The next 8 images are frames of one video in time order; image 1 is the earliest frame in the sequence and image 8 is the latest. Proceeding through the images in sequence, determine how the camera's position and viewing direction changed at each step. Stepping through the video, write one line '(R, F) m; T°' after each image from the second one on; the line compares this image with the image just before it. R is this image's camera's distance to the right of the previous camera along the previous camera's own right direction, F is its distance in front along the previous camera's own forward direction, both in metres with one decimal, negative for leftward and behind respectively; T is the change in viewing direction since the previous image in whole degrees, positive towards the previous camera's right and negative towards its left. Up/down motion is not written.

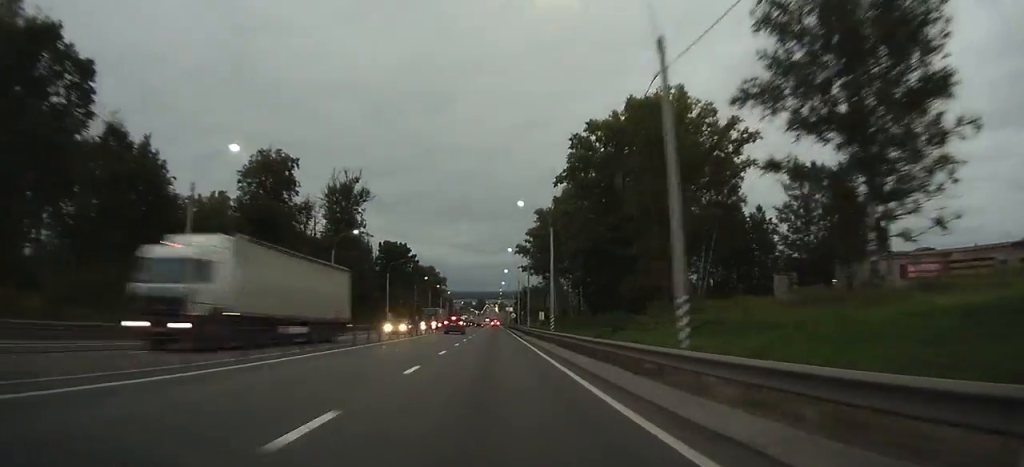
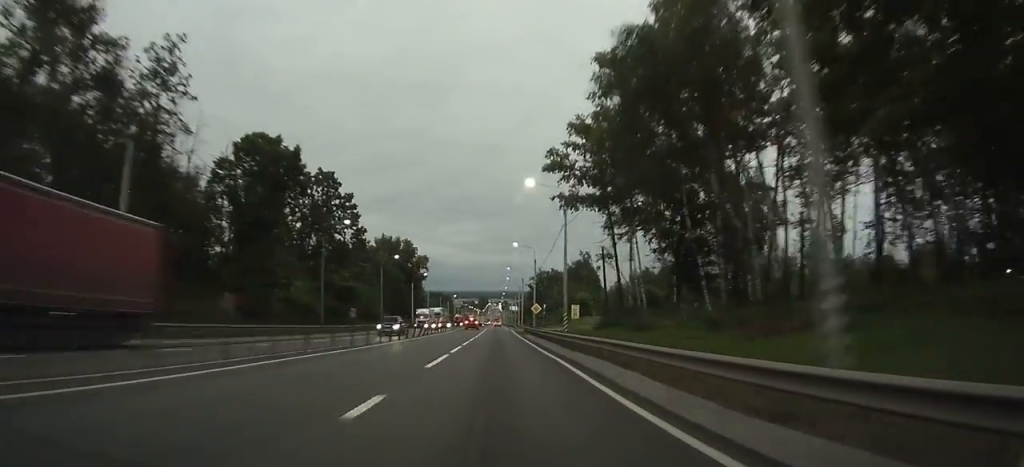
(-0.3, +70.3) m; -1°
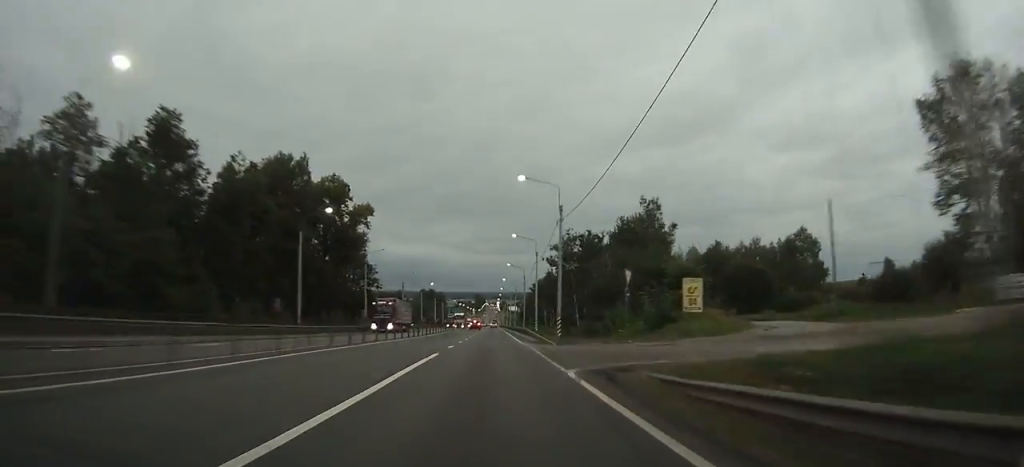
(-0.5, +67.8) m; 0°
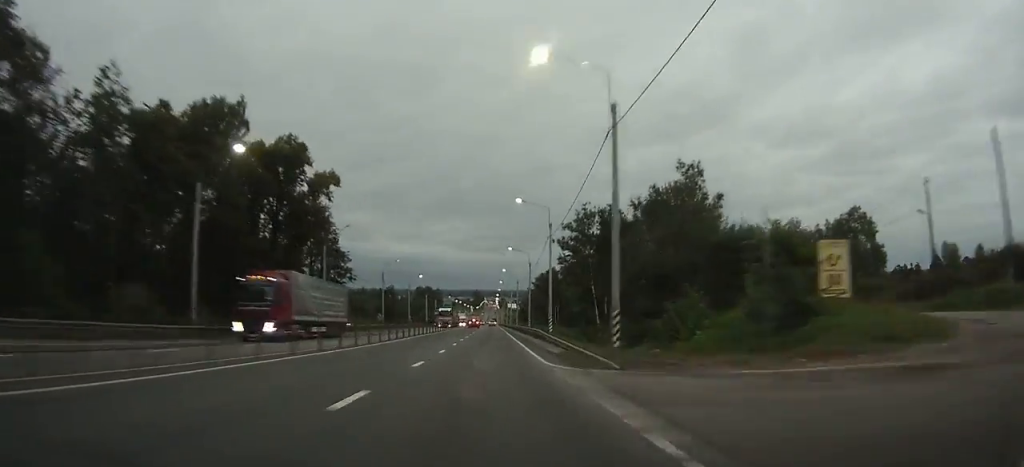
(+0.1, +19.1) m; 0°
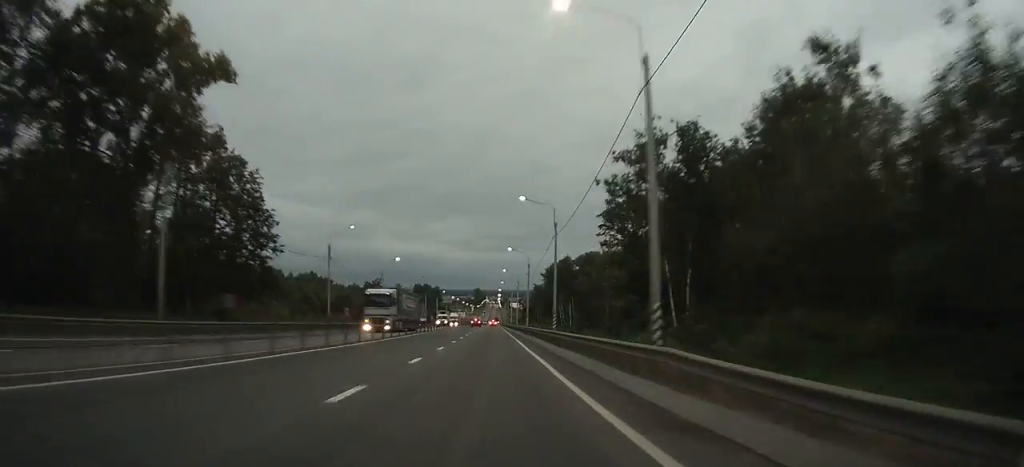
(0.0, +31.7) m; 0°
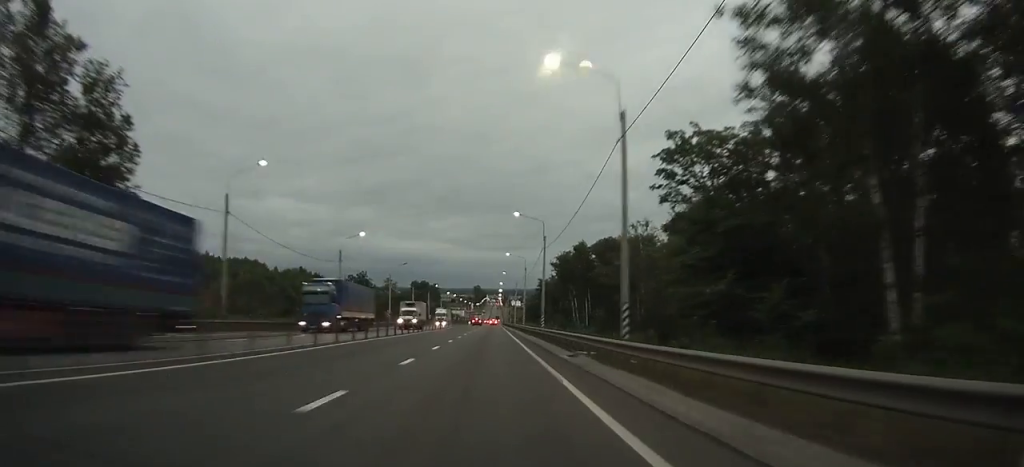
(0.0, +25.1) m; 0°
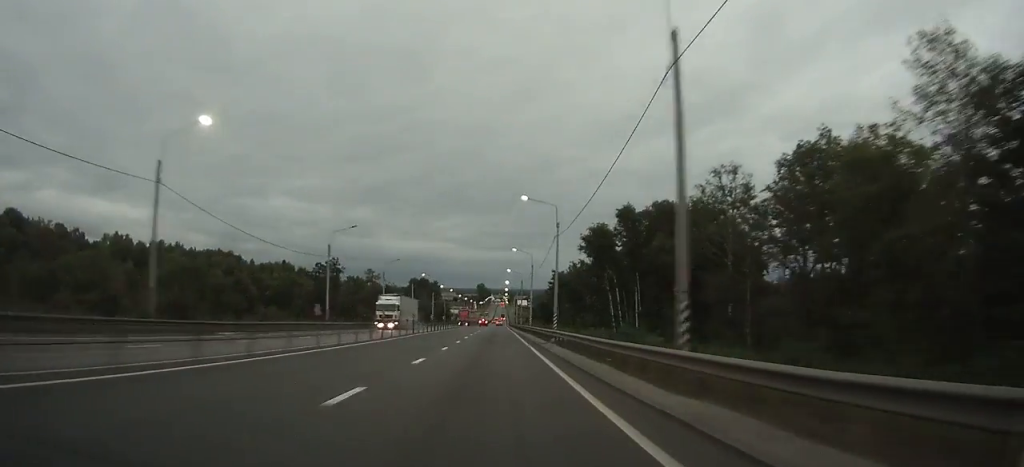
(-0.1, +39.8) m; 0°
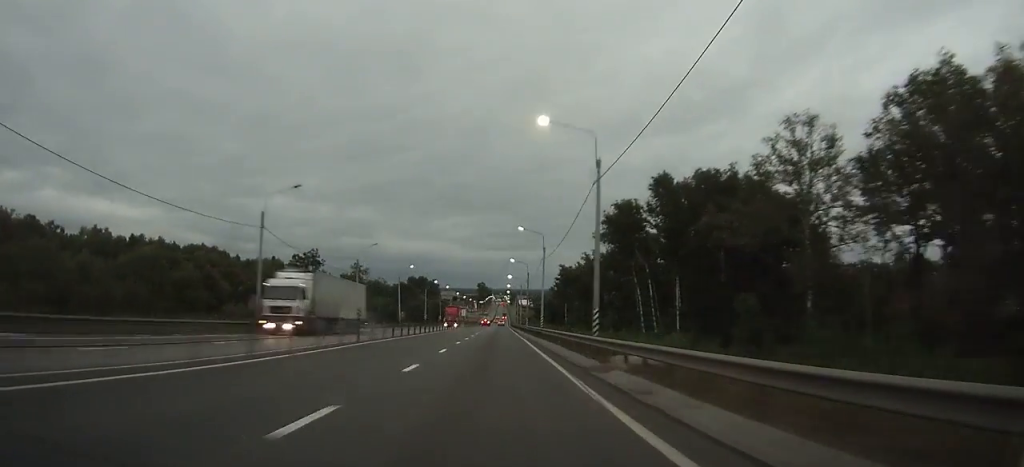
(-0.1, +18.4) m; 0°
